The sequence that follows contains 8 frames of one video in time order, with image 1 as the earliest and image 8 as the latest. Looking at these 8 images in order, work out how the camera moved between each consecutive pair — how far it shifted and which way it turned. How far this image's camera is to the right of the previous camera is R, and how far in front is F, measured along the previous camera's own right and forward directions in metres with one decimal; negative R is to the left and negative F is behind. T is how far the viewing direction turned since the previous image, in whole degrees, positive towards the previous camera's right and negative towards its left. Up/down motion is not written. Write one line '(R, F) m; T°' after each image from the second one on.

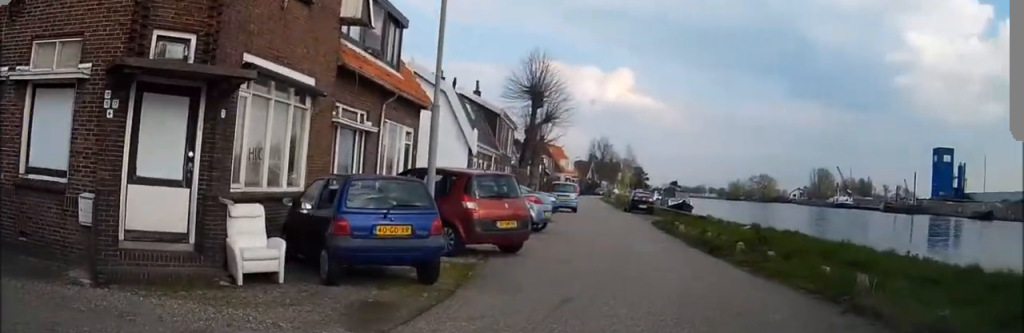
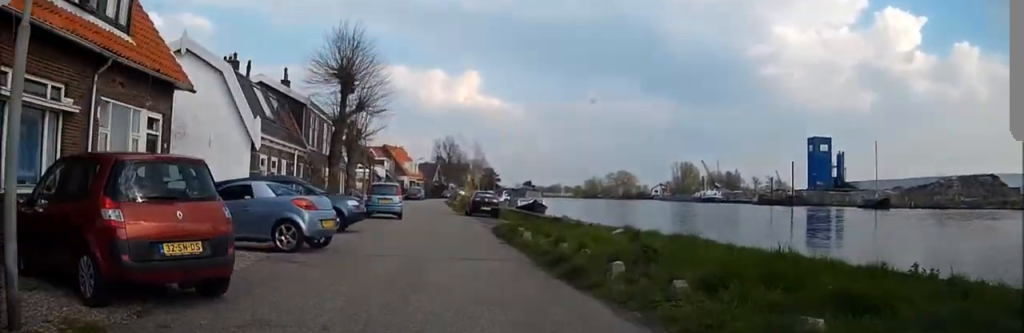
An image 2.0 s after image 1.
(+1.3, +6.2) m; +10°
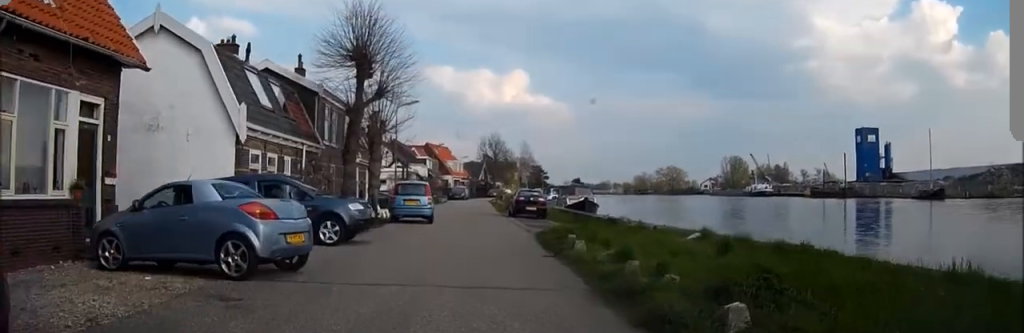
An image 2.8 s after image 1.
(-0.1, +3.8) m; -7°
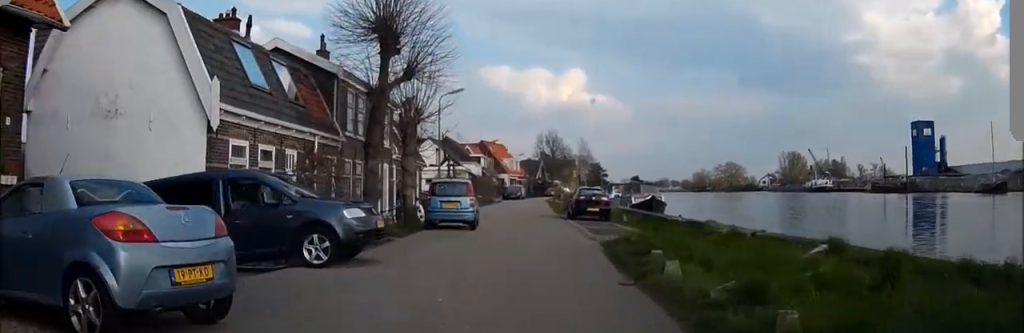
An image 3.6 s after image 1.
(-0.3, +4.1) m; -3°
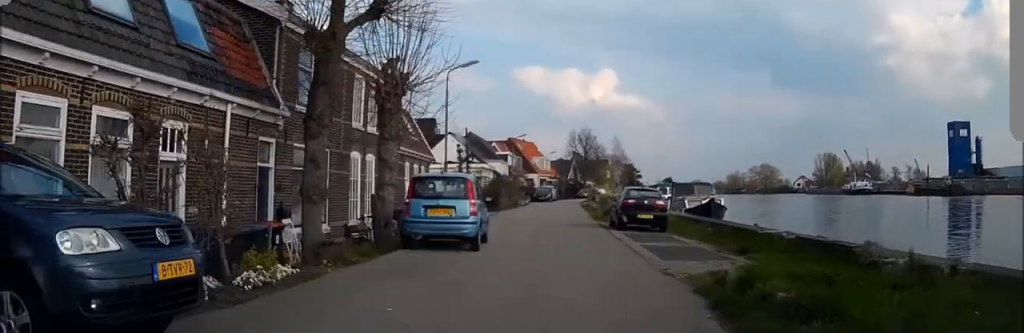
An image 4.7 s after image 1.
(-0.1, +7.0) m; -3°
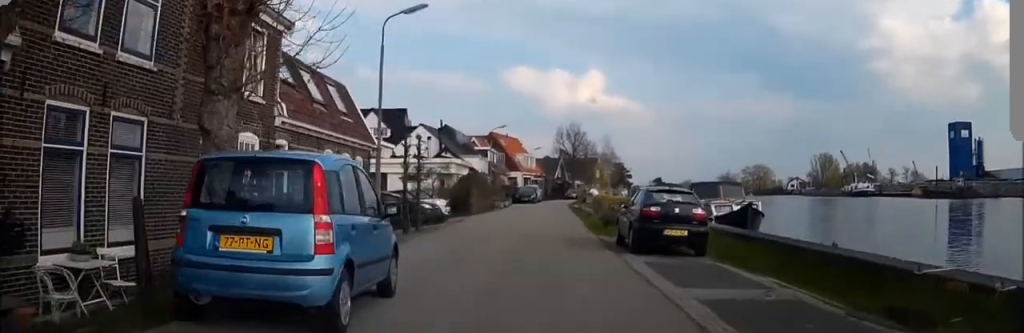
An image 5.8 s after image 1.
(-0.3, +8.2) m; -1°
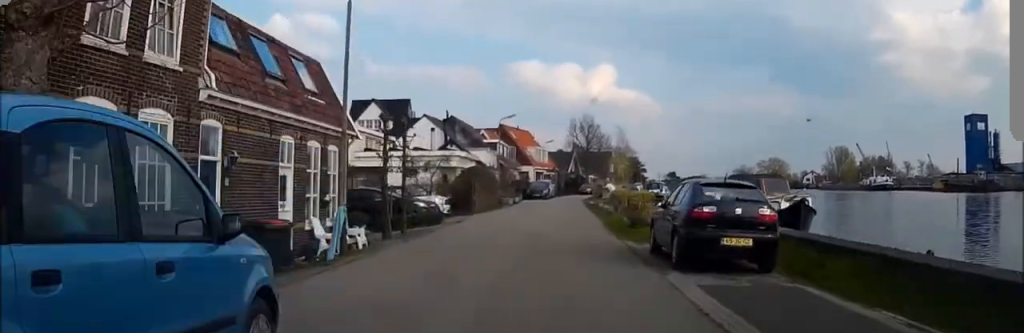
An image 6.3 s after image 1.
(+0.1, +4.2) m; 0°
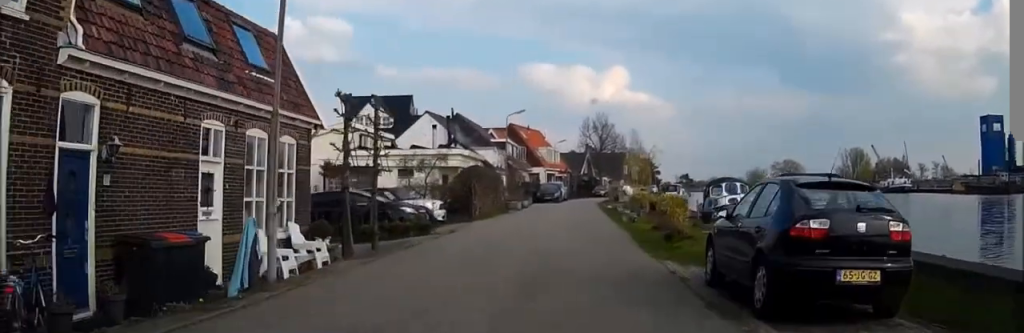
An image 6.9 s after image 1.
(+0.1, +4.2) m; 0°
